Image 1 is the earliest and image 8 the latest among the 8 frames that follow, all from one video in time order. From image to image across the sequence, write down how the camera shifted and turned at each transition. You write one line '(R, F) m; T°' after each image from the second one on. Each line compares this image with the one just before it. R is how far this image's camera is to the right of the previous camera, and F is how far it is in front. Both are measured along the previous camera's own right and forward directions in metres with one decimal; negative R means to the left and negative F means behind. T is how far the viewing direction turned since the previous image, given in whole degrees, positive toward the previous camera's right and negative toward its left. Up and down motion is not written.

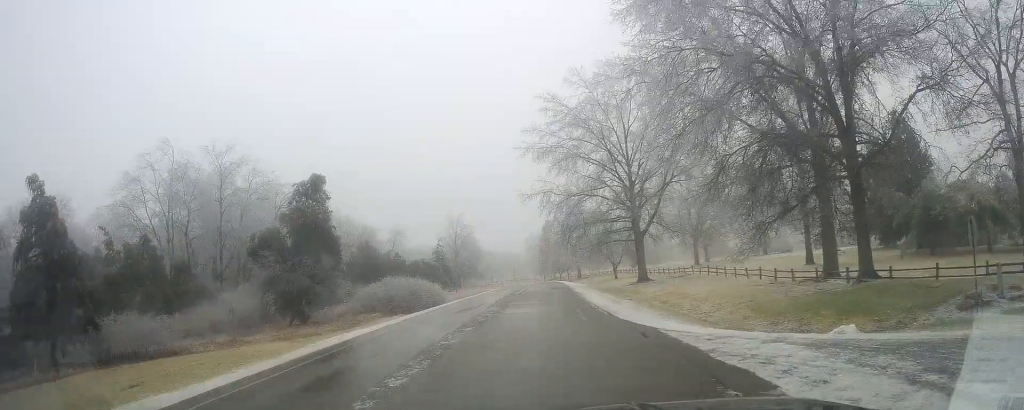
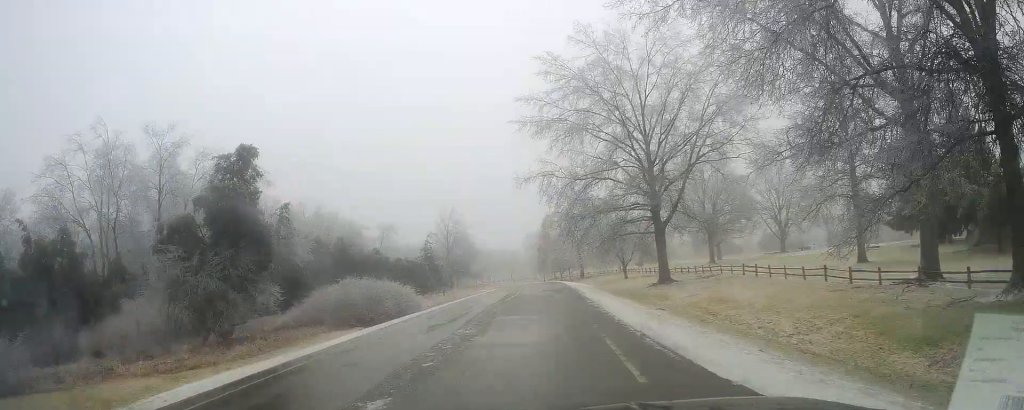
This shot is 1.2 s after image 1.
(+0.2, +10.2) m; +4°
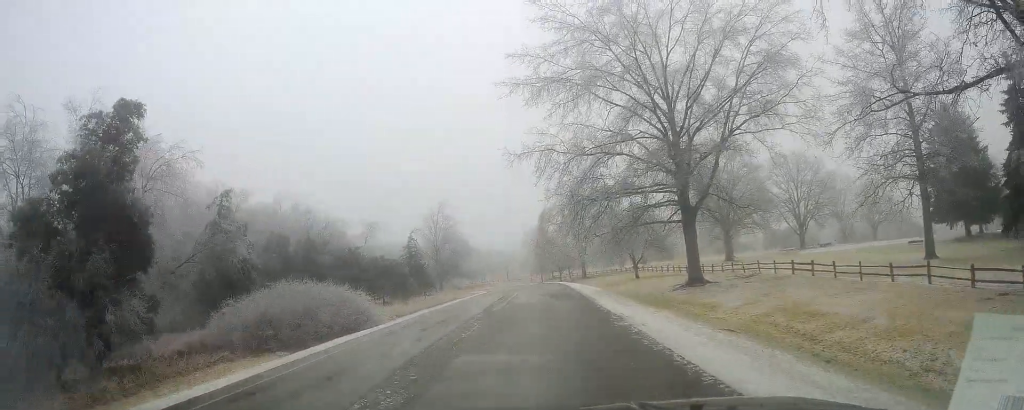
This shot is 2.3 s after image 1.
(+0.3, +9.4) m; -1°
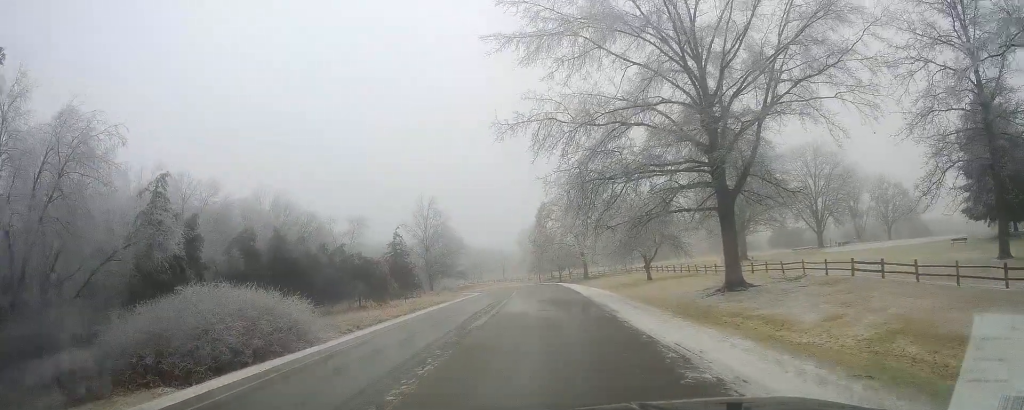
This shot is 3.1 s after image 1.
(-0.4, +7.4) m; 0°
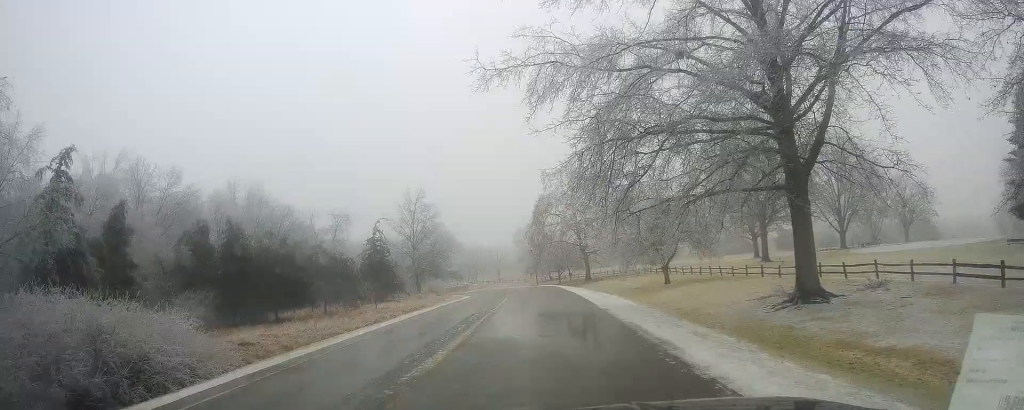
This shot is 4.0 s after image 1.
(+0.5, +8.4) m; 0°
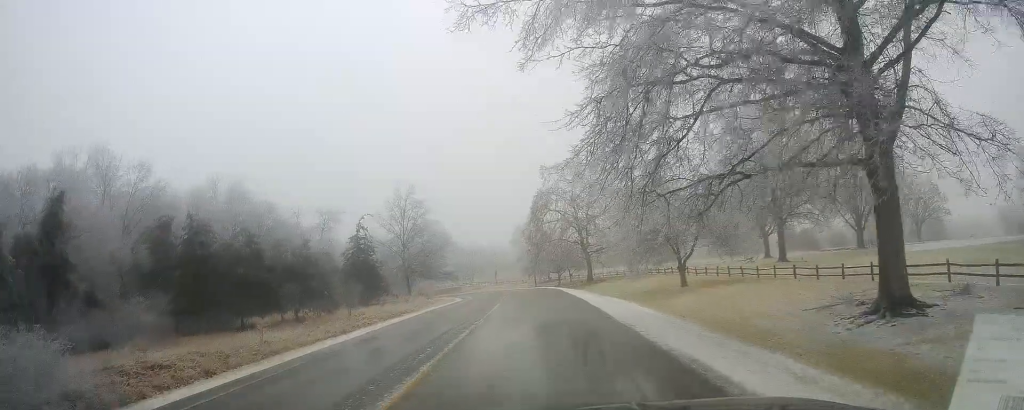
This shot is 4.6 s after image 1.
(-0.3, +5.8) m; 0°
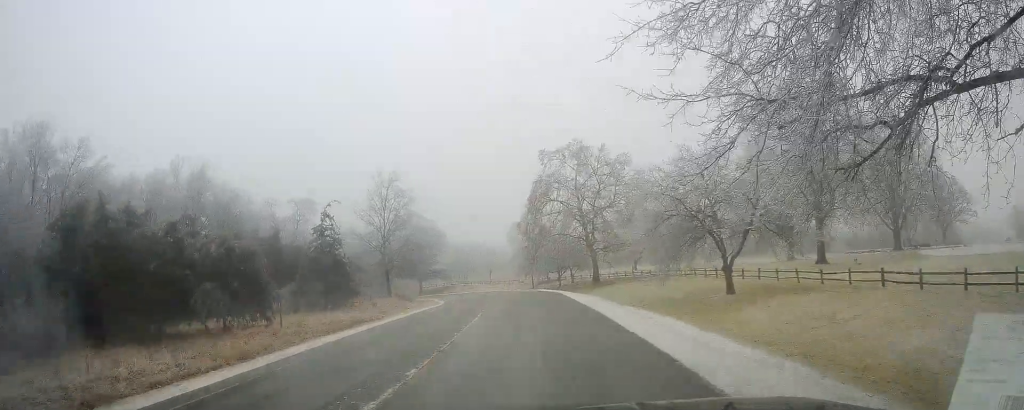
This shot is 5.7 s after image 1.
(+0.1, +10.5) m; +2°
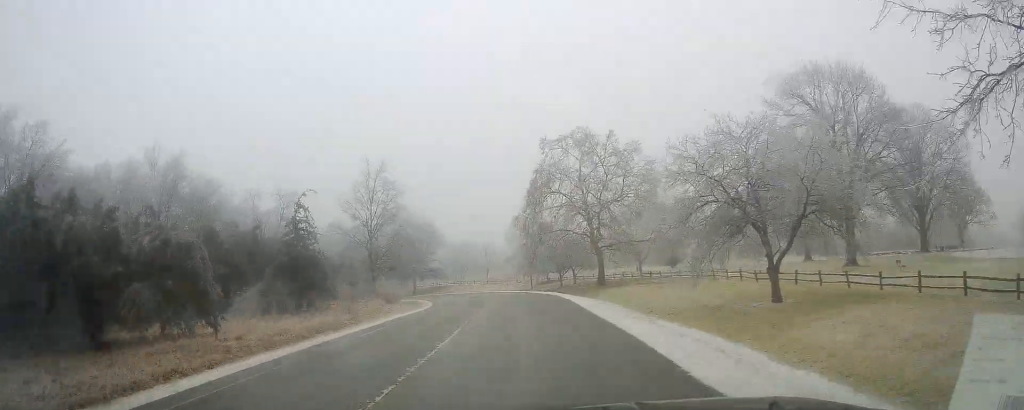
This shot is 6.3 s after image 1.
(+0.1, +6.3) m; +1°
